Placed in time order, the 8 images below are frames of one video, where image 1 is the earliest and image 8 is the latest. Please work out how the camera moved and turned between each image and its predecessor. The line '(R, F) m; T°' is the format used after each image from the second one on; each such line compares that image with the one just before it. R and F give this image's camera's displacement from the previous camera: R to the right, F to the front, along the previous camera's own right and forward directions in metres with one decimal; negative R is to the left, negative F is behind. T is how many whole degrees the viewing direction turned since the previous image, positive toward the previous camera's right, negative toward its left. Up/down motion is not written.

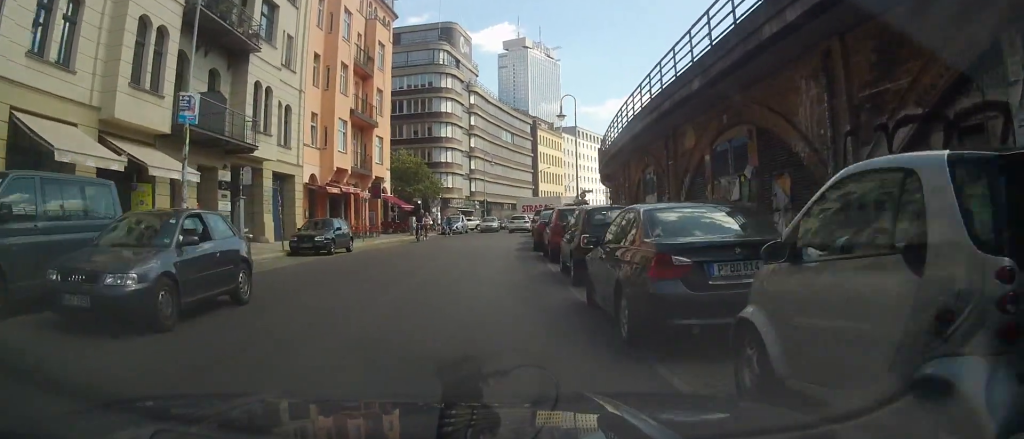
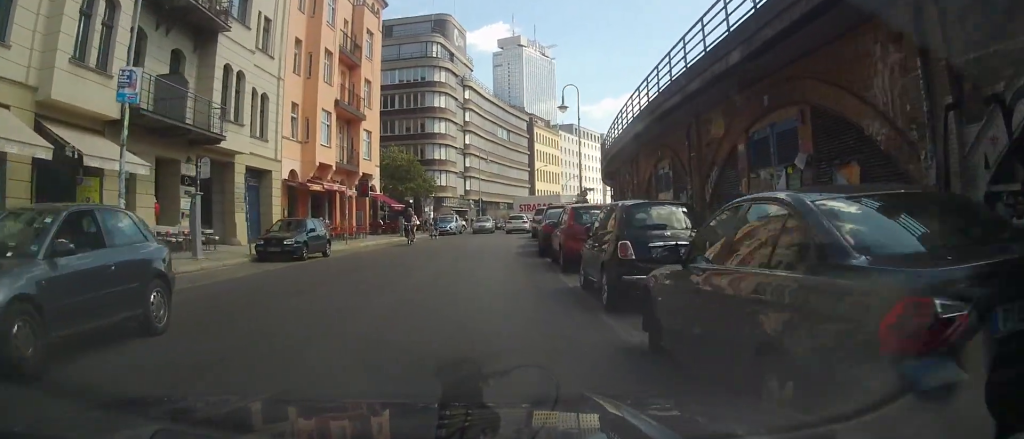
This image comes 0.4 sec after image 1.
(-0.1, +3.4) m; +2°
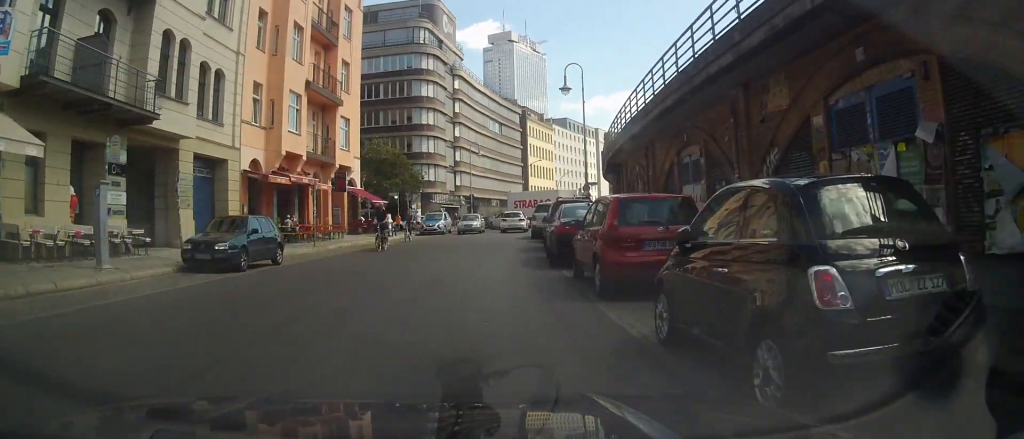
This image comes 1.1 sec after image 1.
(+0.2, +5.0) m; +2°
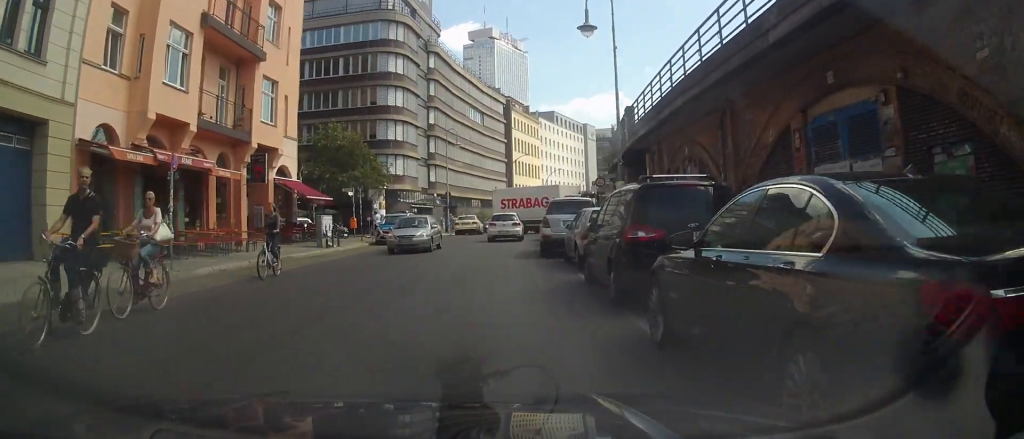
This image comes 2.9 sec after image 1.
(+0.2, +12.8) m; -1°
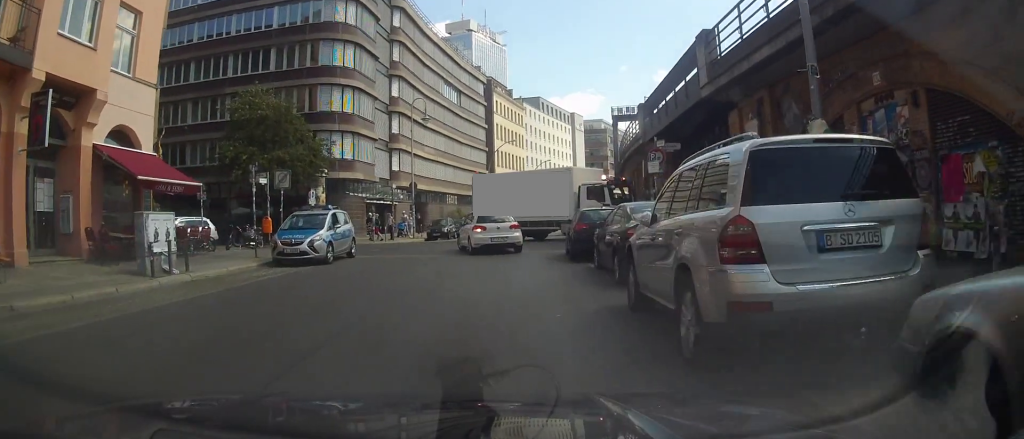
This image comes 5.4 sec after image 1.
(+0.1, +15.0) m; +2°
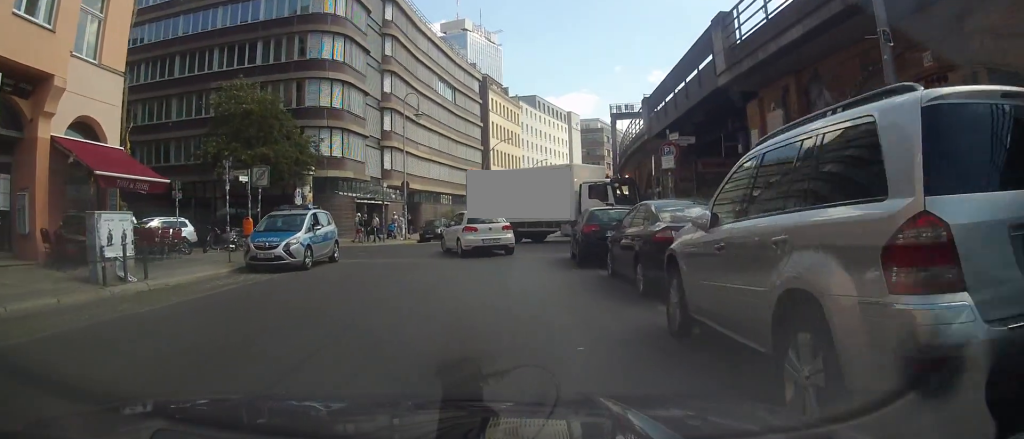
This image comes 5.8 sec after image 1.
(+0.1, +2.1) m; 0°
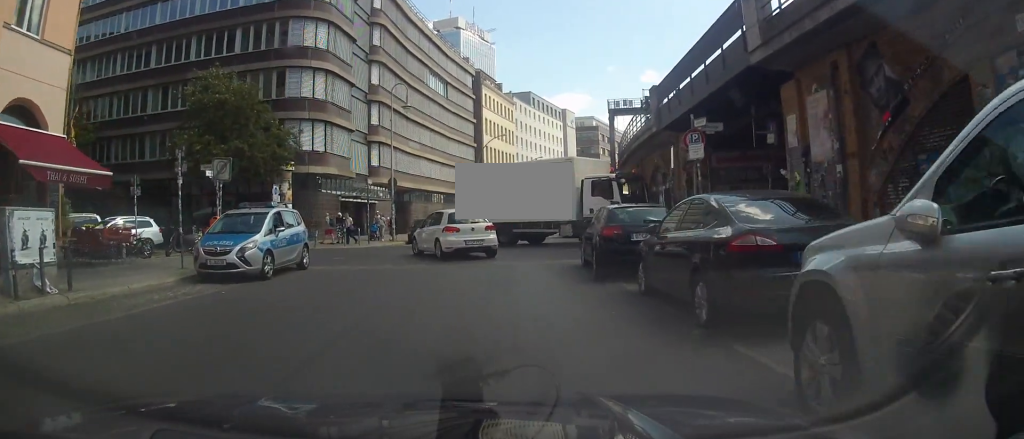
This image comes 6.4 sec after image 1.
(-0.3, +3.0) m; 0°
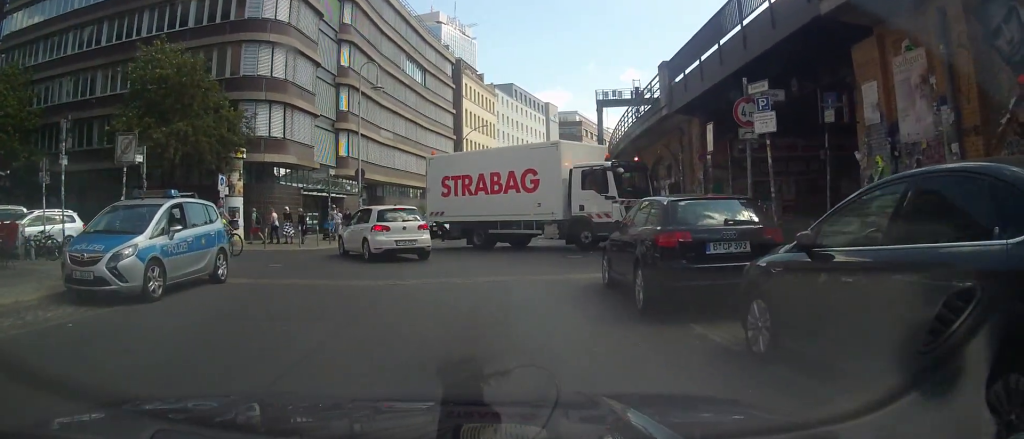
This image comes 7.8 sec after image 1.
(+0.4, +5.3) m; +1°
